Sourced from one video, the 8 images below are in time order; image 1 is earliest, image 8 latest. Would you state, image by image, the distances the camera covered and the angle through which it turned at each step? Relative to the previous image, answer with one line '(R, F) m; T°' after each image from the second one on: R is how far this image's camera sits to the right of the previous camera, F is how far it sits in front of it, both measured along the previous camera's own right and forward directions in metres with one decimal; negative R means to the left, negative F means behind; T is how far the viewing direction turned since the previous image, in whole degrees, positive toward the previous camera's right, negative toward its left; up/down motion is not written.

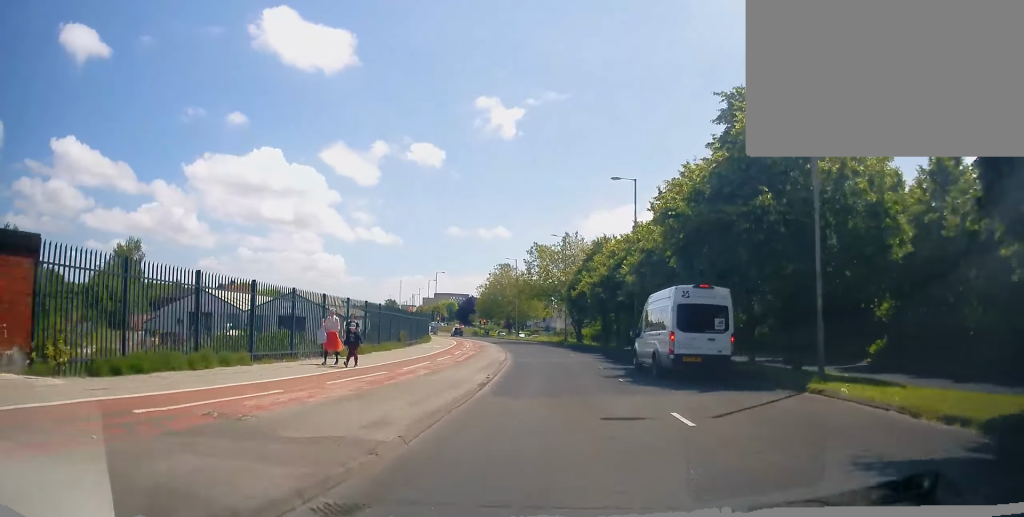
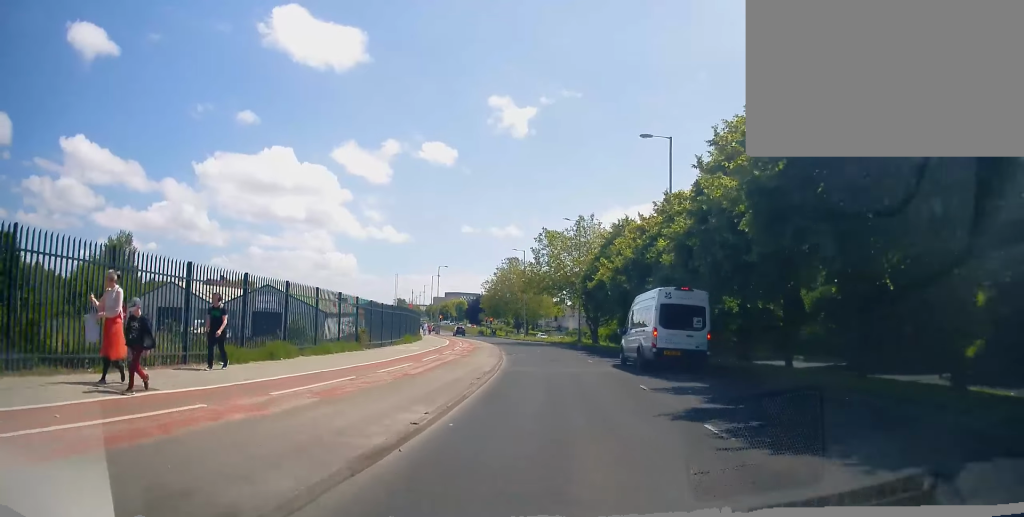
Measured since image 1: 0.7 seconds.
(-0.4, +9.2) m; -2°
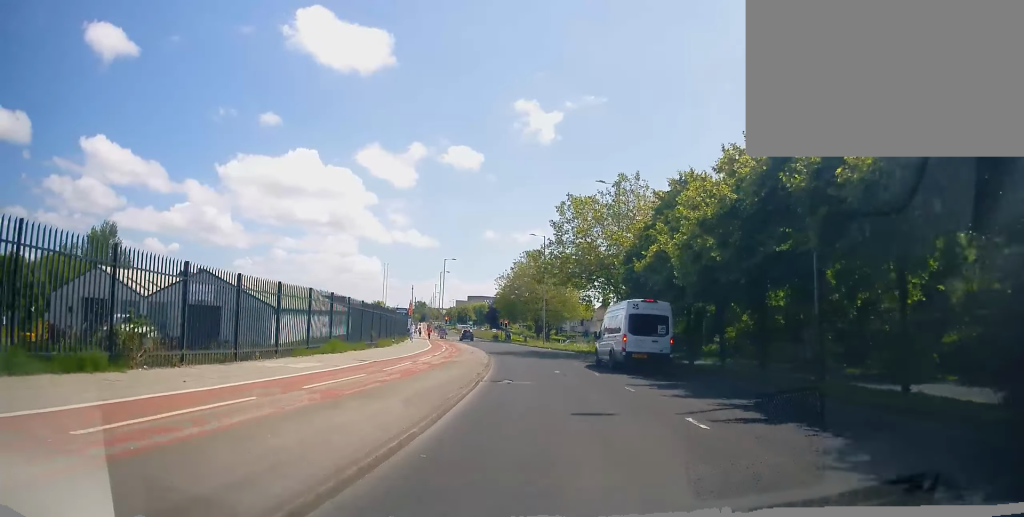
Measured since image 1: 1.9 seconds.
(-0.2, +16.7) m; -3°
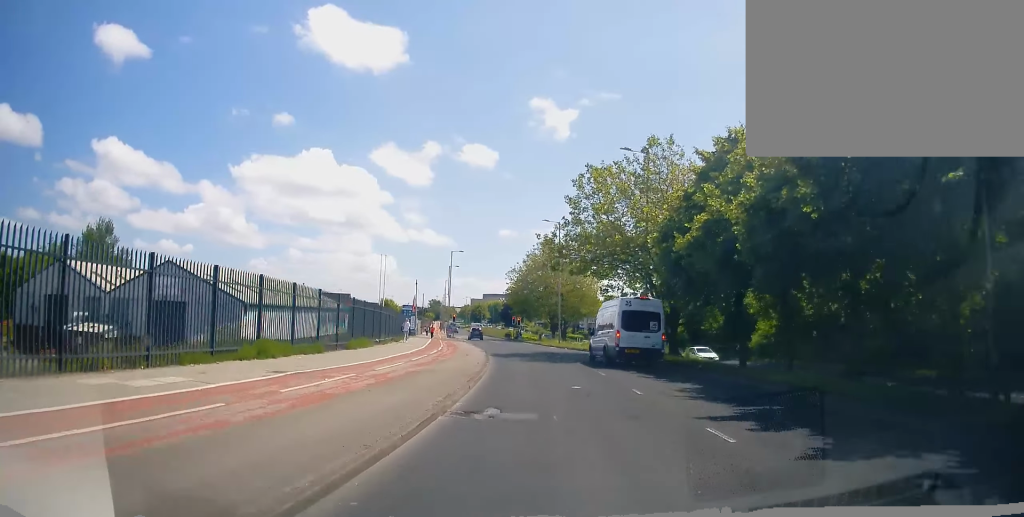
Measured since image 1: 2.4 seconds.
(-0.2, +7.0) m; -1°
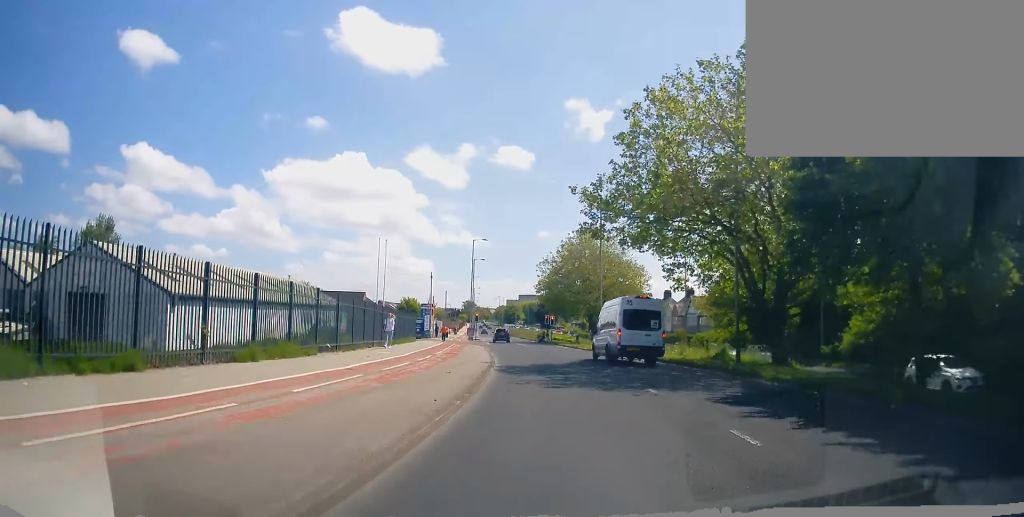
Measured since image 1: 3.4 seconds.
(-0.1, +12.1) m; -2°
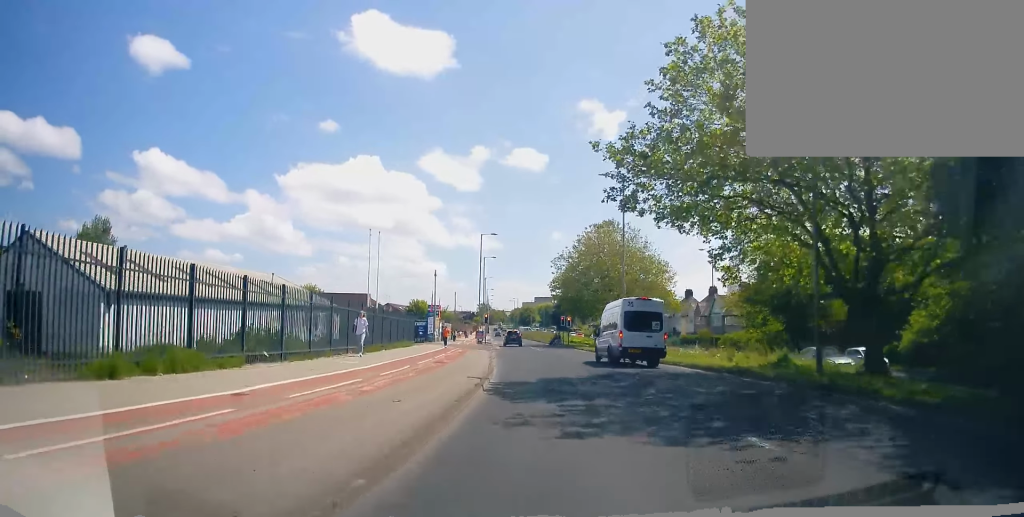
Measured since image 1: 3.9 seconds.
(+0.3, +6.3) m; -2°
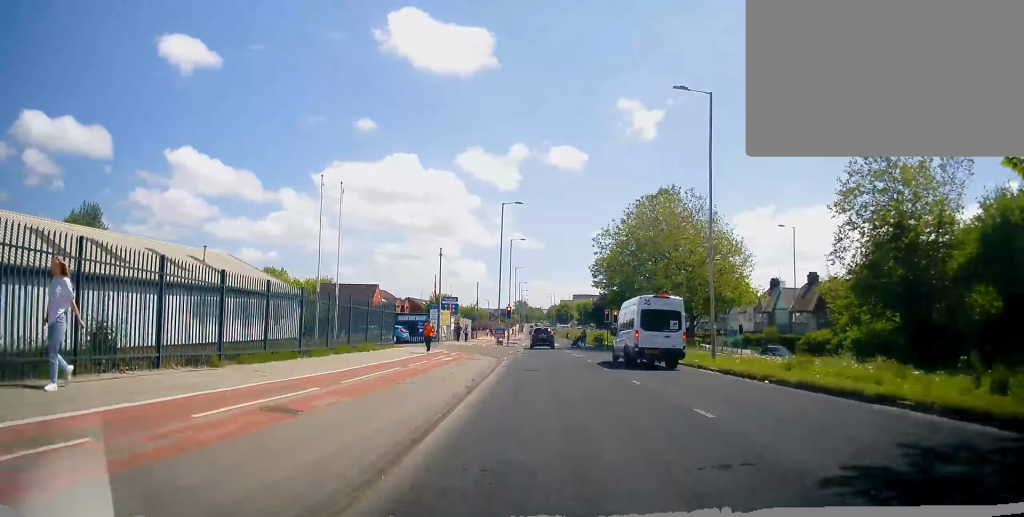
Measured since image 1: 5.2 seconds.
(-1.1, +14.8) m; -4°
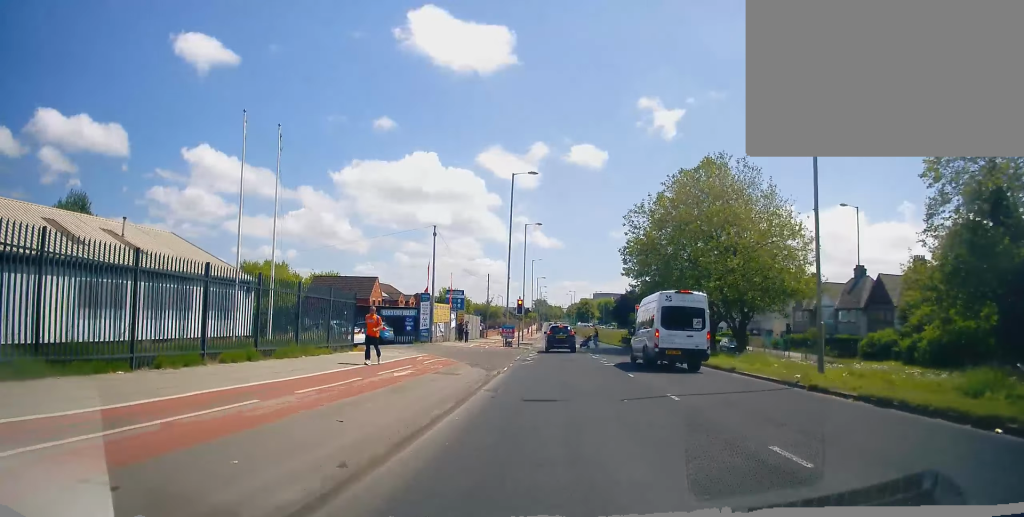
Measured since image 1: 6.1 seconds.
(+0.2, +9.3) m; 0°
